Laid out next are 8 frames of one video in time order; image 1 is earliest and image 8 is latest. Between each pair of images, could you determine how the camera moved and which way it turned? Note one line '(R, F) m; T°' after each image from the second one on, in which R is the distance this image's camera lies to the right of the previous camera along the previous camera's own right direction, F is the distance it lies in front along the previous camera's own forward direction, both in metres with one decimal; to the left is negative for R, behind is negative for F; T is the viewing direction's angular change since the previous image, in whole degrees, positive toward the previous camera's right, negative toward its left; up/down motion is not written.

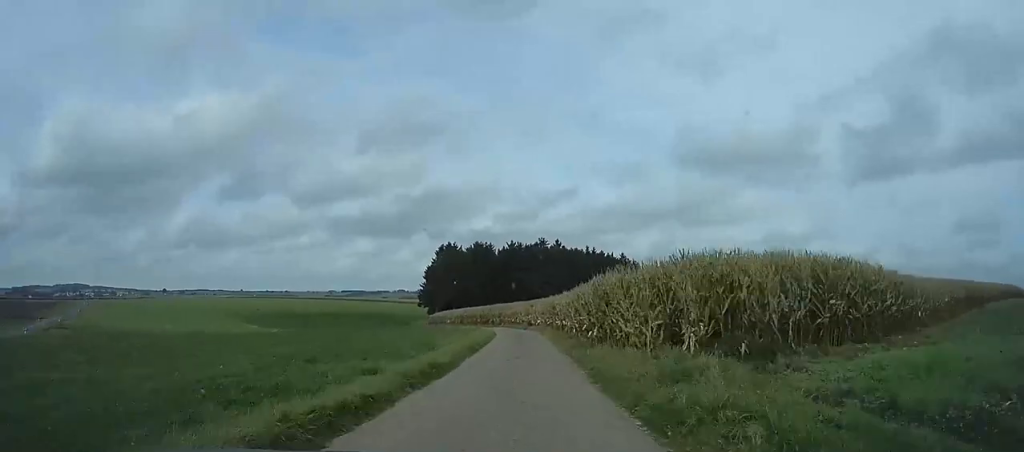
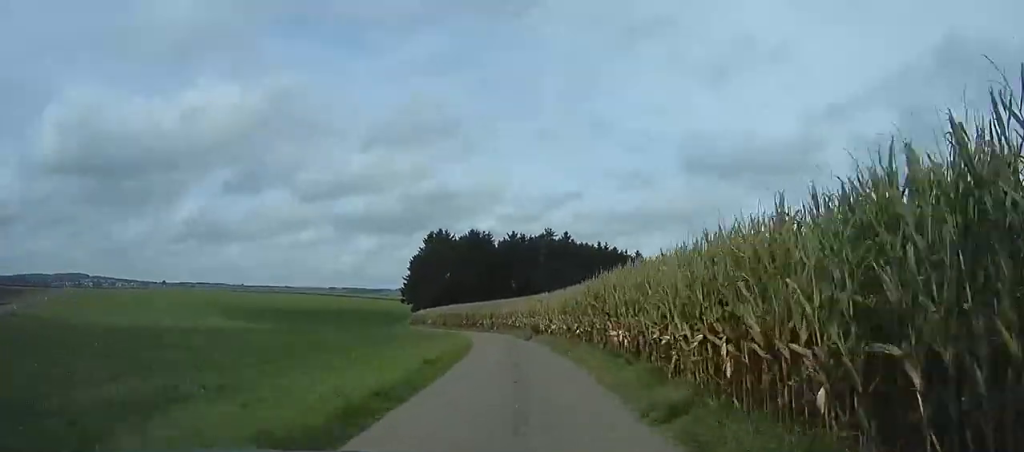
(+0.9, +15.8) m; +2°
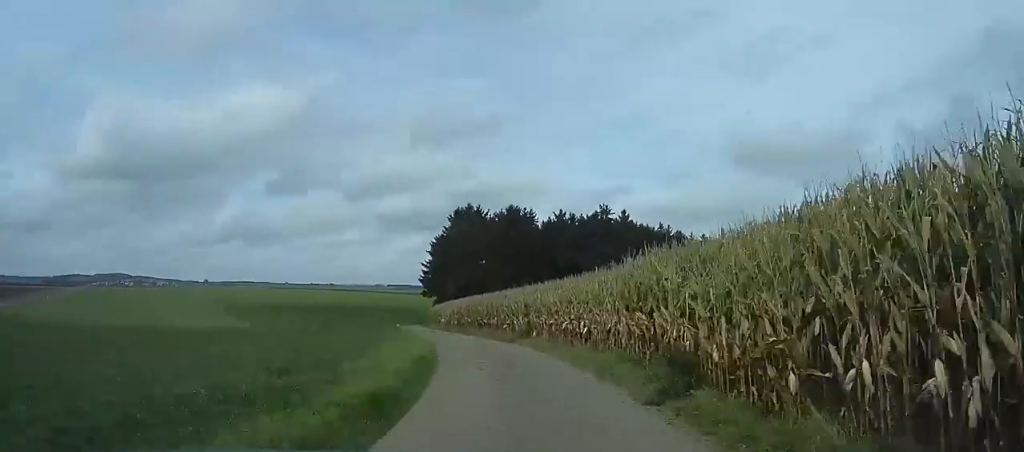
(-0.6, +18.7) m; -4°
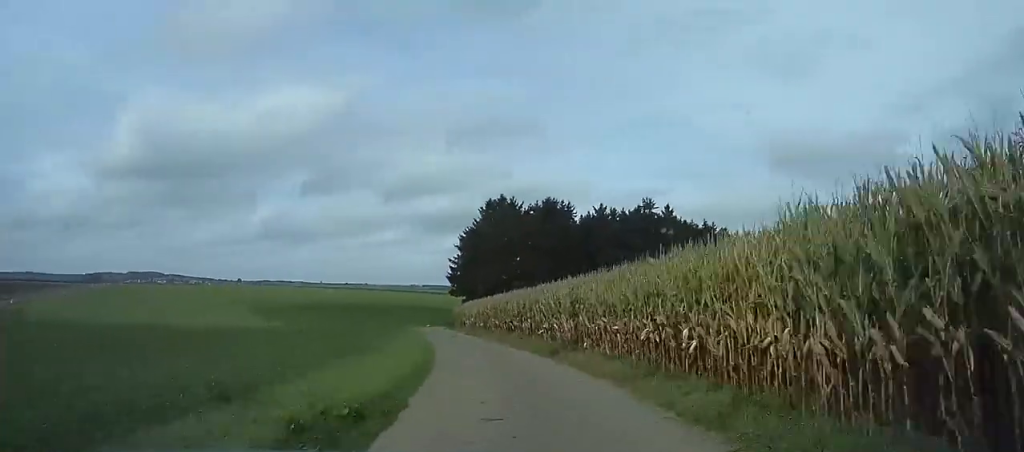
(-0.1, +6.5) m; -3°
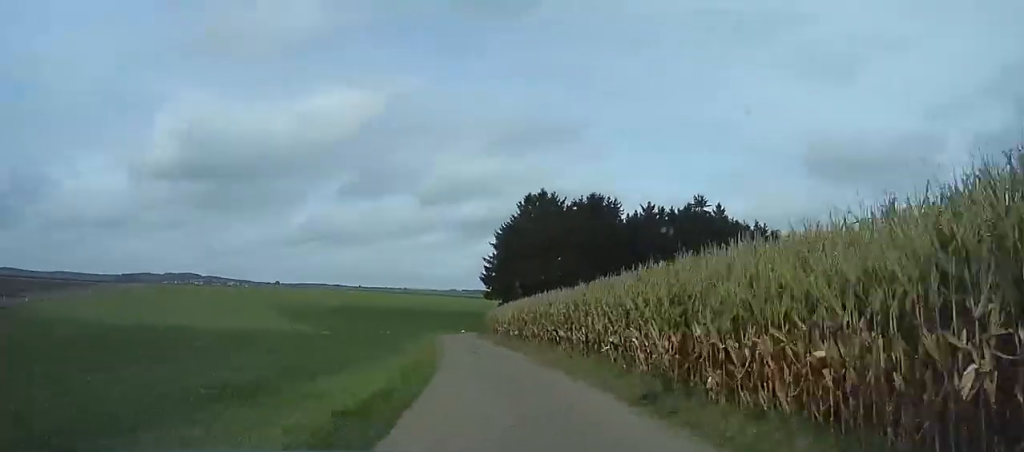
(+0.1, +6.7) m; -3°
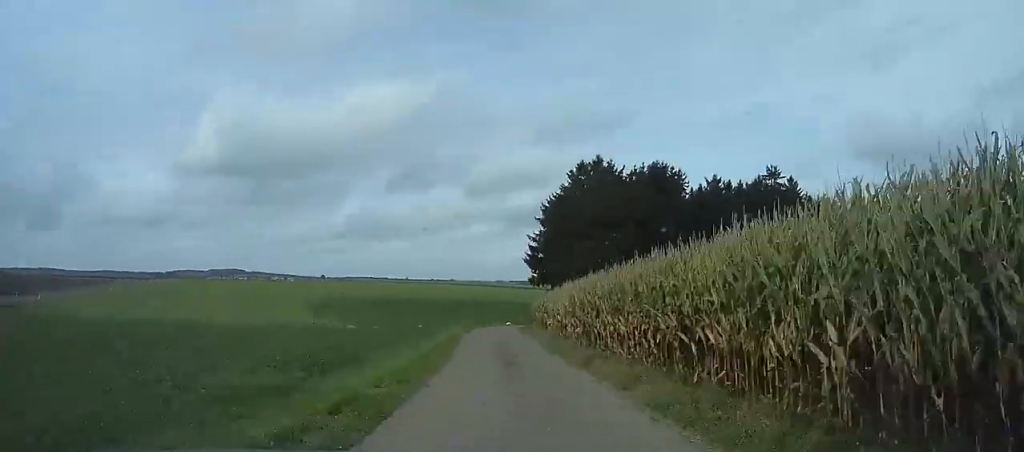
(-0.5, +9.9) m; -4°
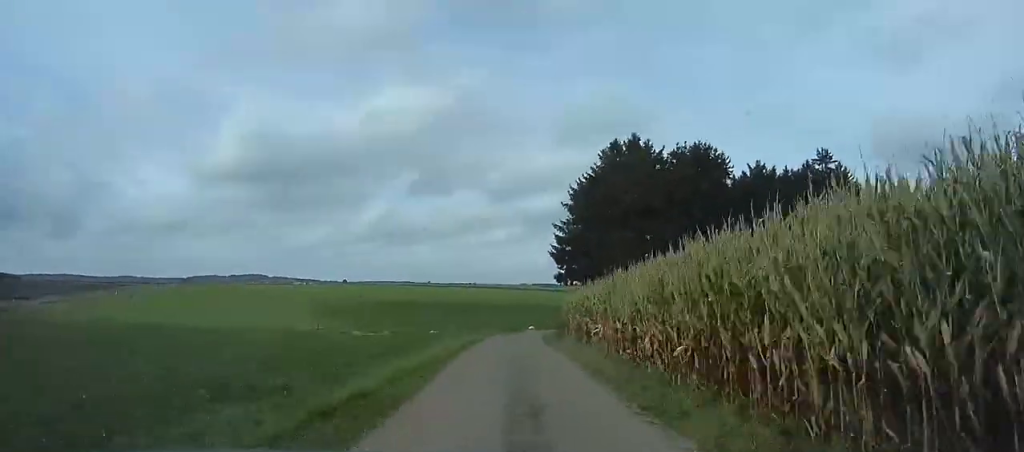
(-0.5, +7.9) m; -3°
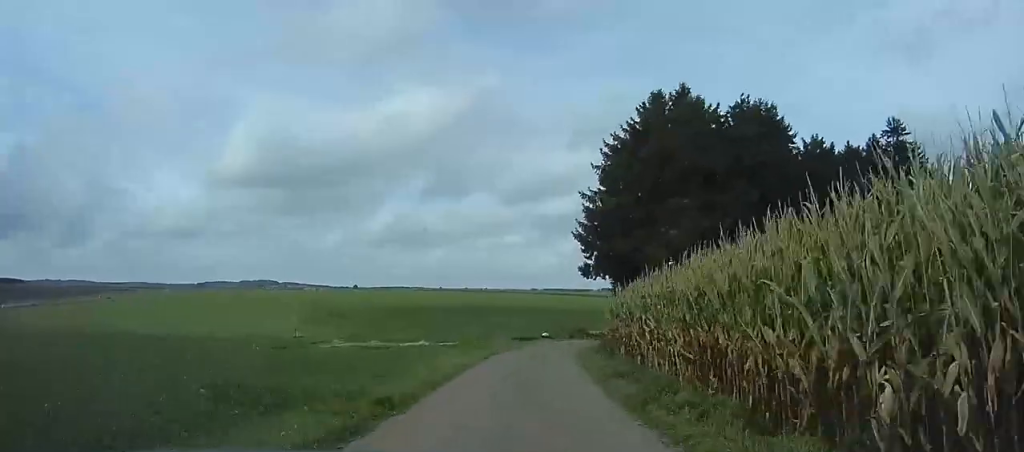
(-0.1, +12.4) m; -2°
